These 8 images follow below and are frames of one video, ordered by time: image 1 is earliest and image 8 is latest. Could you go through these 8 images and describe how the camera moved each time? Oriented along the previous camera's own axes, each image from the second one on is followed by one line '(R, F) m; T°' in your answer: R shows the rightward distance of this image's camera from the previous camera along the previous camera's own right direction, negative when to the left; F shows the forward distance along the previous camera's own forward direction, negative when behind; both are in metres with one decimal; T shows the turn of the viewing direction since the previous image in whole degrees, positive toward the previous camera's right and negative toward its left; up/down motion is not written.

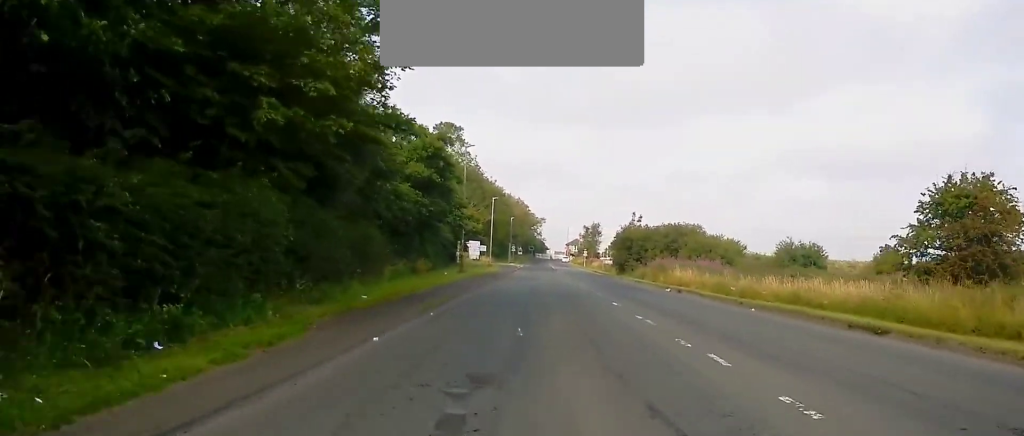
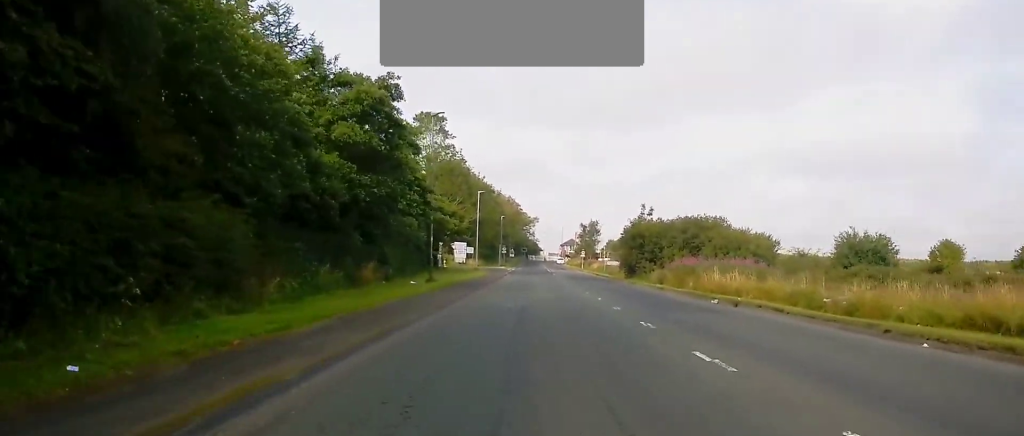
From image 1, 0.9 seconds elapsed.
(0.0, +12.5) m; -1°
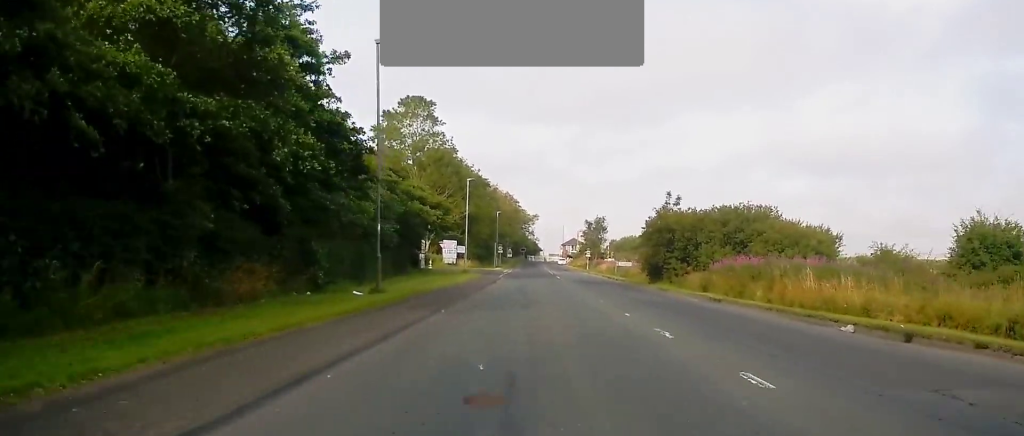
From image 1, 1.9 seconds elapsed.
(-0.2, +13.1) m; +1°
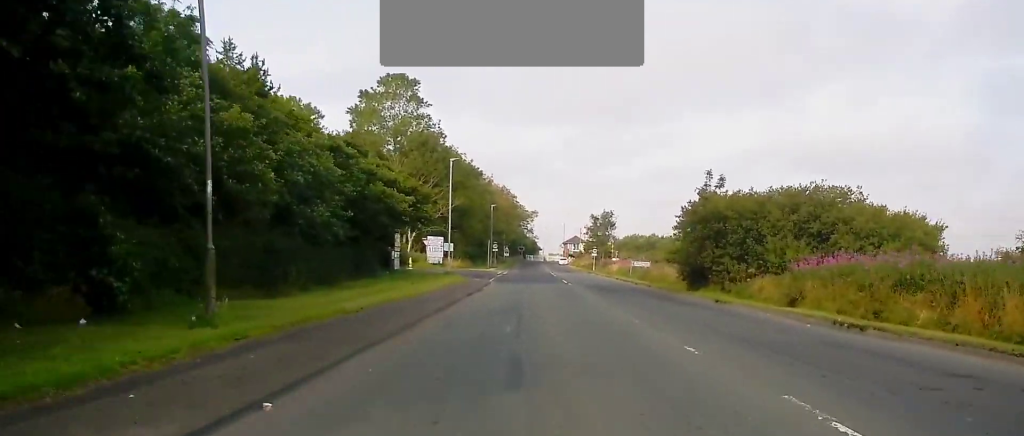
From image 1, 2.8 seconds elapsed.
(+0.4, +13.2) m; +2°
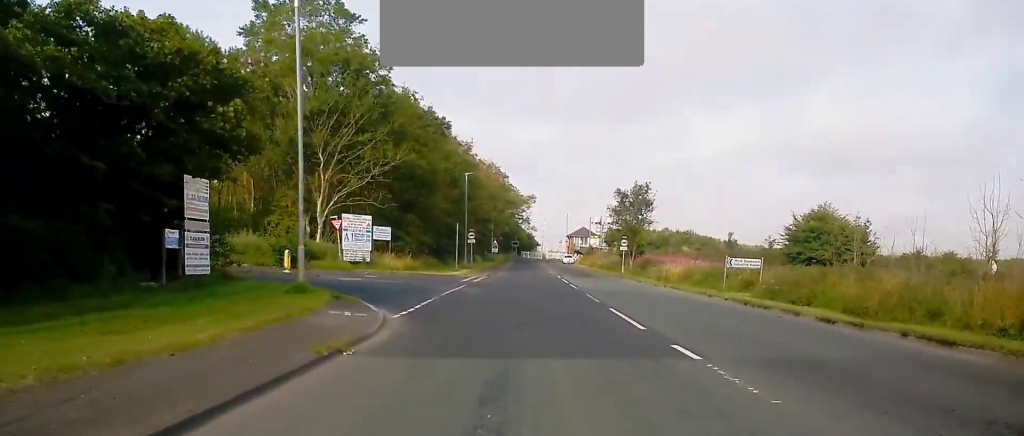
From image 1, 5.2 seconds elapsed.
(-0.2, +34.4) m; -1°
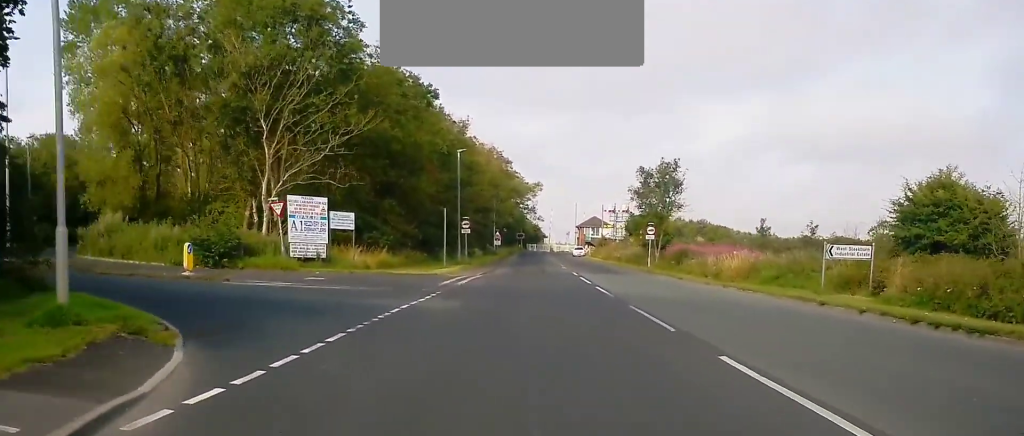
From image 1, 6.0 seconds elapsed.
(+0.1, +11.5) m; 0°
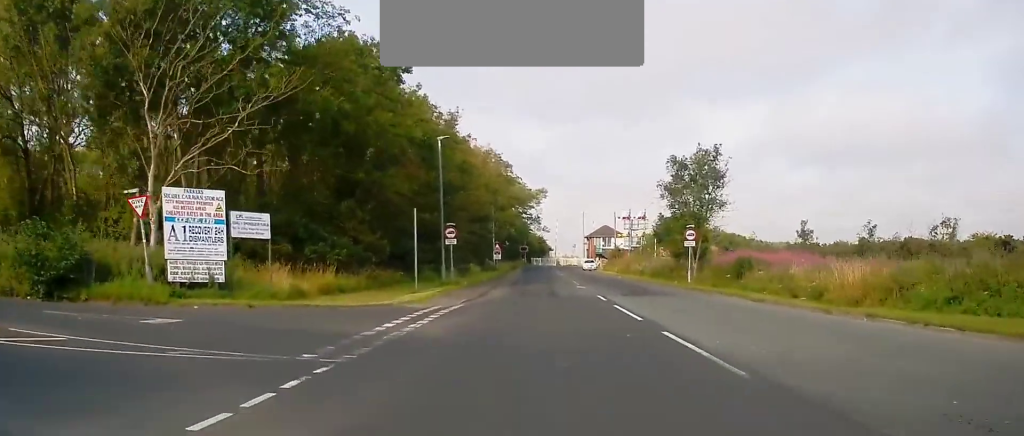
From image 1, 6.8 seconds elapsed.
(0.0, +12.9) m; 0°
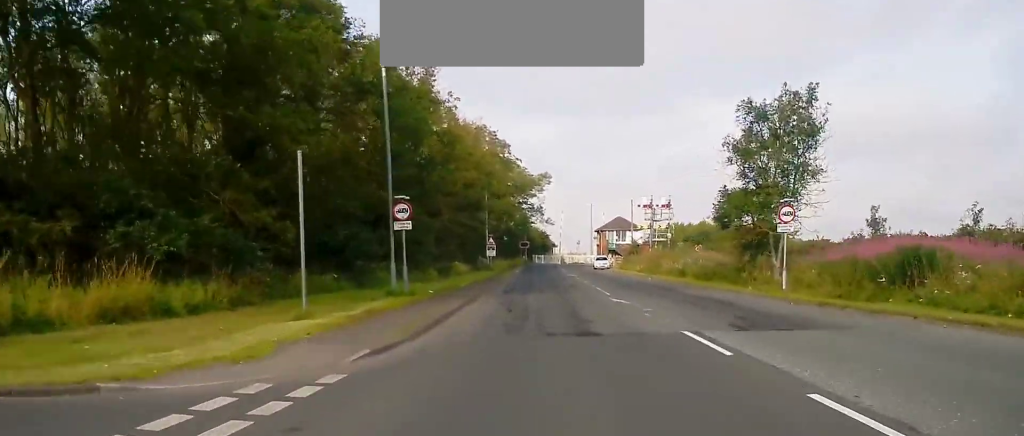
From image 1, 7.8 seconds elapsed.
(0.0, +16.1) m; -1°
